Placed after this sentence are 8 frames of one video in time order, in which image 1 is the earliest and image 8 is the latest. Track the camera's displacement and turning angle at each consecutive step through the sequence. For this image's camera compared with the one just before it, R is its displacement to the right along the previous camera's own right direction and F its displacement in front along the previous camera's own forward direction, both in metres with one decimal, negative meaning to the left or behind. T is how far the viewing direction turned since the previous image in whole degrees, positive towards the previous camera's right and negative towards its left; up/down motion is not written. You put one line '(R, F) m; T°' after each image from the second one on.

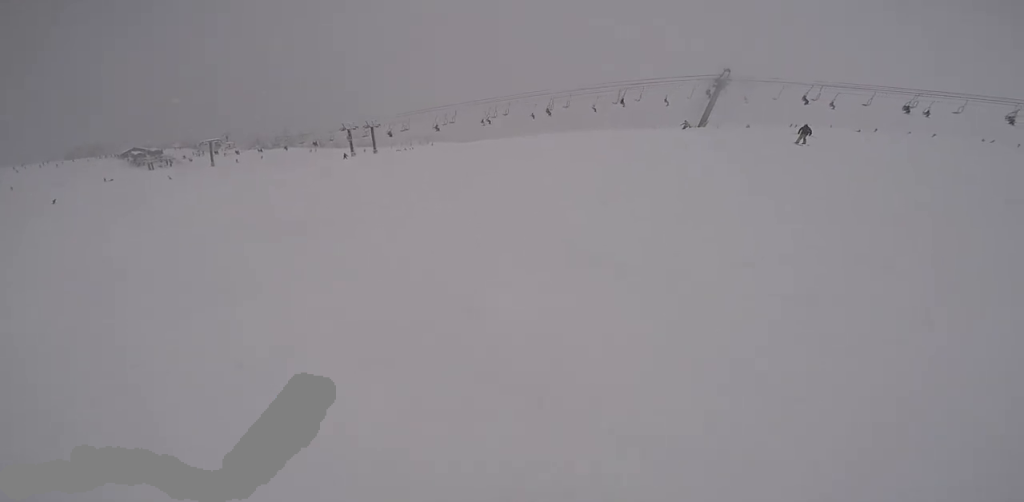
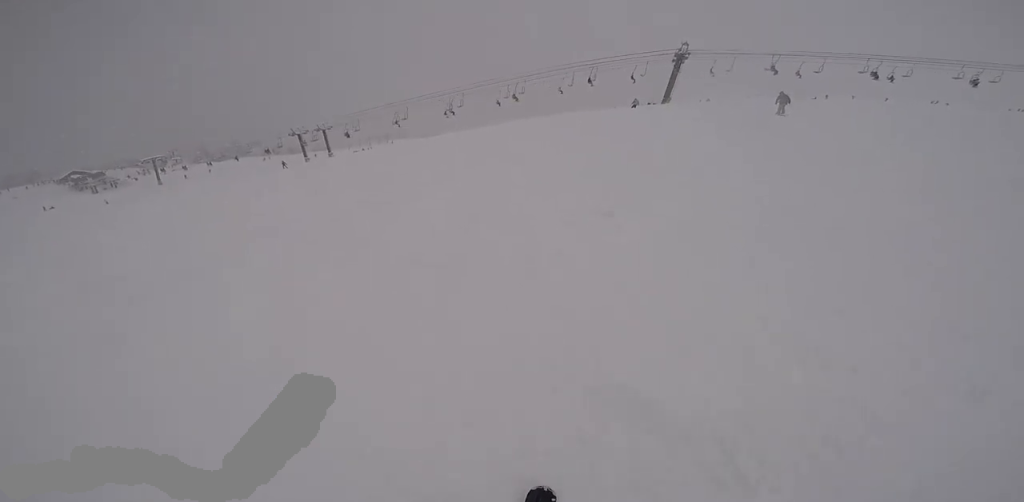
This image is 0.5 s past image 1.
(-0.6, +2.3) m; 0°
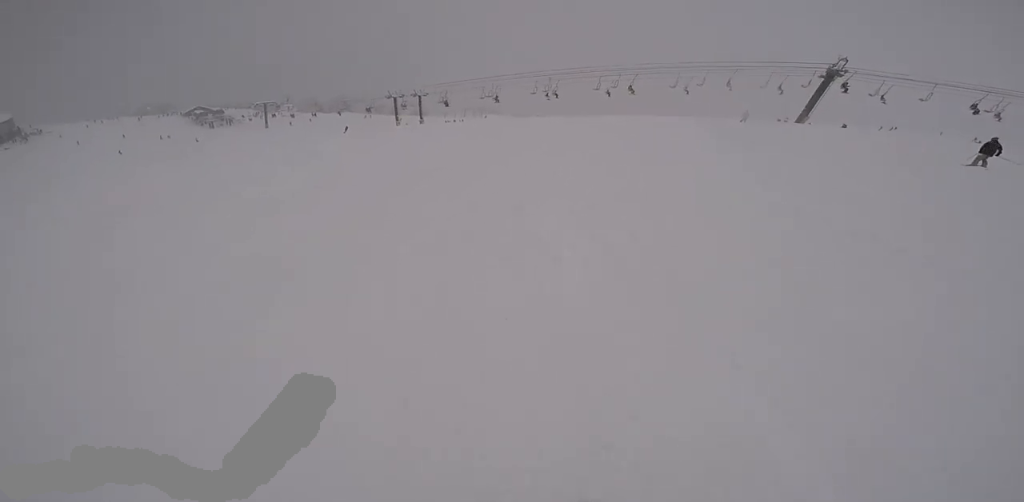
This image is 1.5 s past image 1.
(+1.1, +4.9) m; -13°
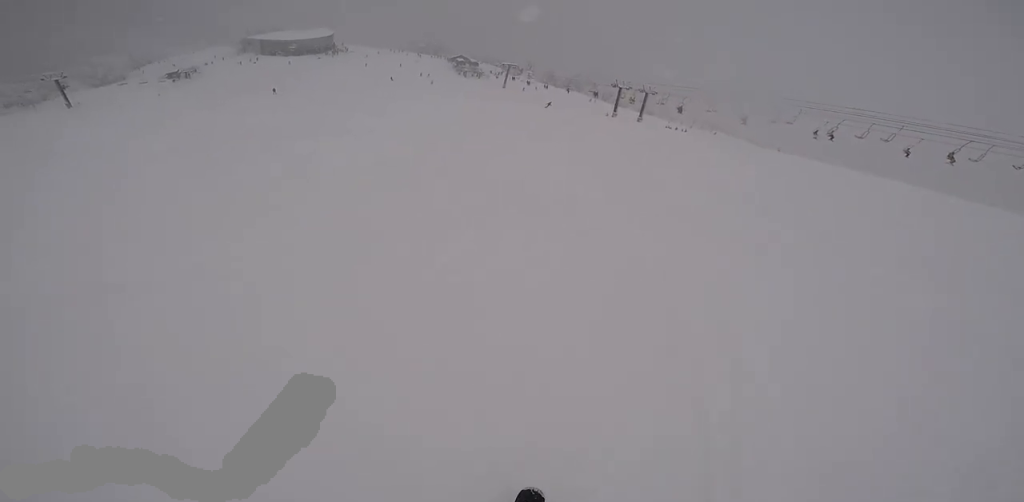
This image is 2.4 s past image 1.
(-2.1, +3.8) m; -34°
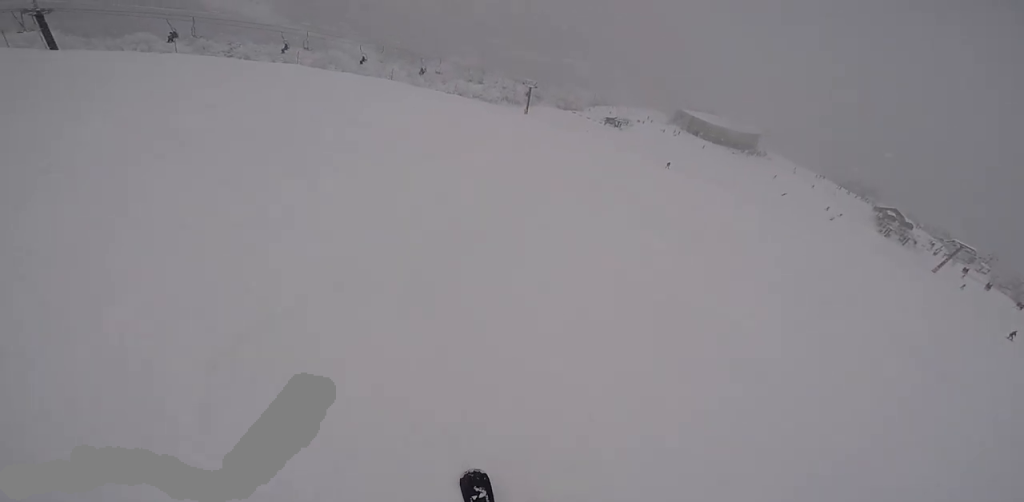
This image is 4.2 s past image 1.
(-3.3, +9.0) m; -49°
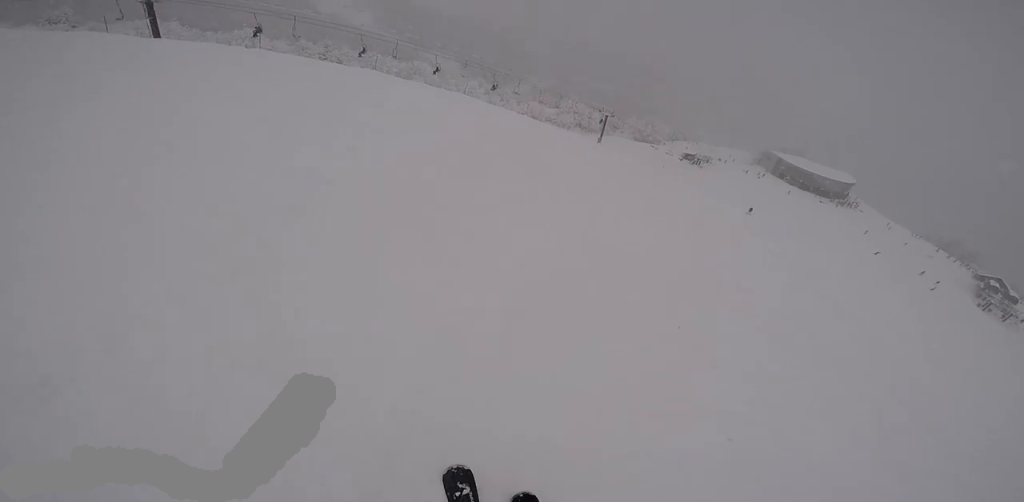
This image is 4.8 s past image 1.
(-0.4, +2.5) m; -12°
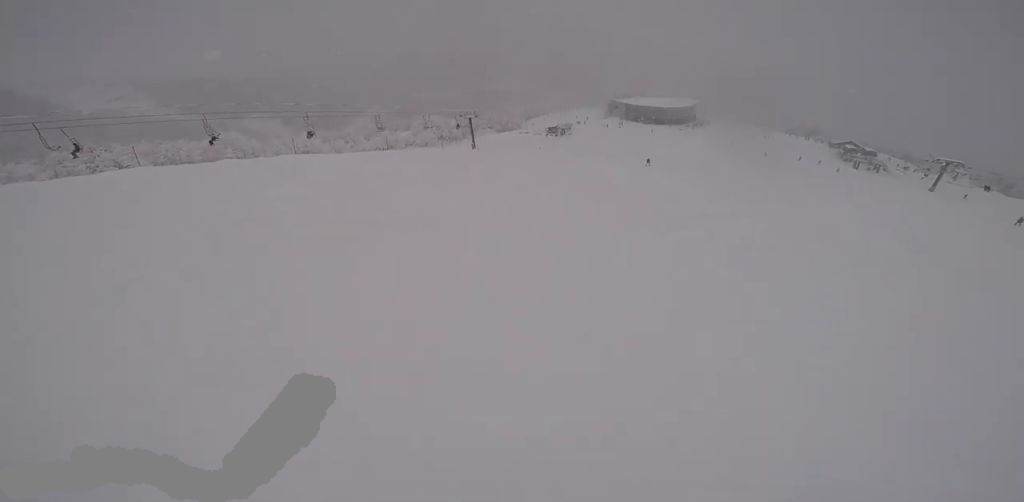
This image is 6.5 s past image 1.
(-1.0, +9.5) m; +14°
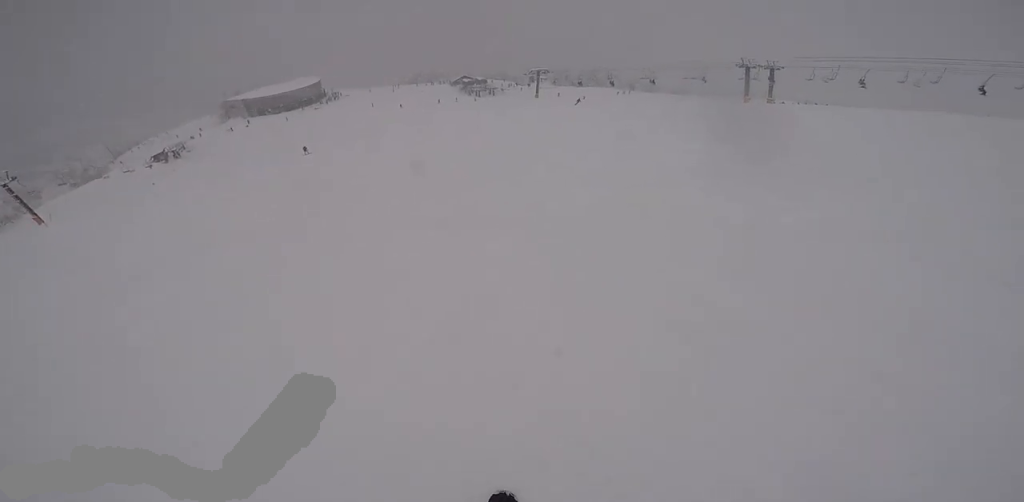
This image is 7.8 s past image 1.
(+3.2, +6.7) m; +55°
